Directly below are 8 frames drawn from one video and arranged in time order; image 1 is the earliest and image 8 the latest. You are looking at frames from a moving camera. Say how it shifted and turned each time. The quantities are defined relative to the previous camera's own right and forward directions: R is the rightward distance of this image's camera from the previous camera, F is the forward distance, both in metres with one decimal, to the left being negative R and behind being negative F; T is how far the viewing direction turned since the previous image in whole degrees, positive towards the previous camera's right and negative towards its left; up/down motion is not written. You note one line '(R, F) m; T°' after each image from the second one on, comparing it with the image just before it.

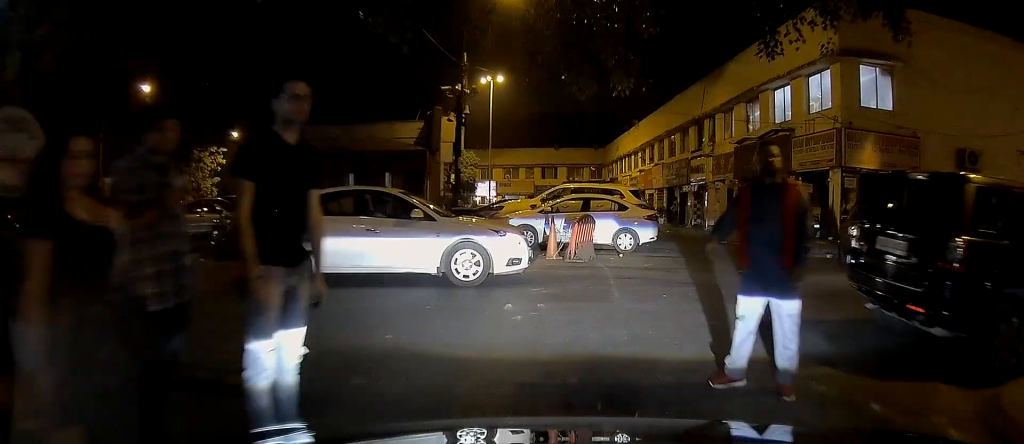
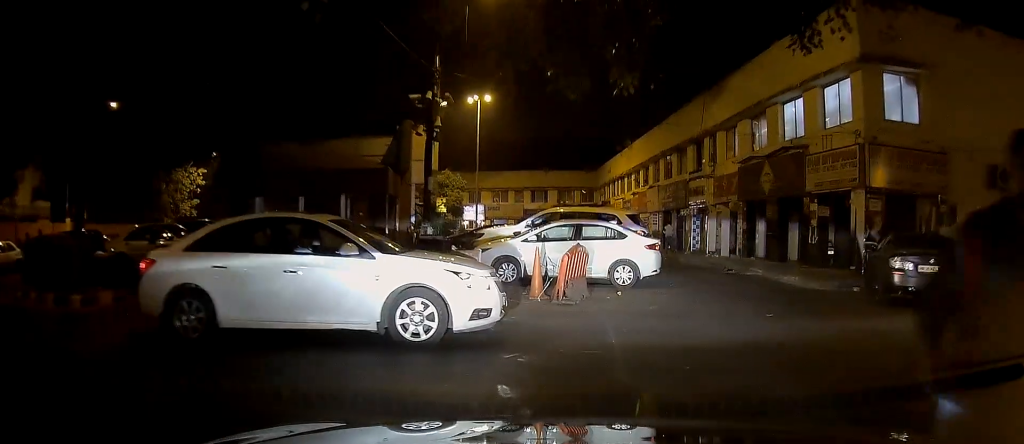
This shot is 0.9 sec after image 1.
(-0.2, +3.1) m; -2°
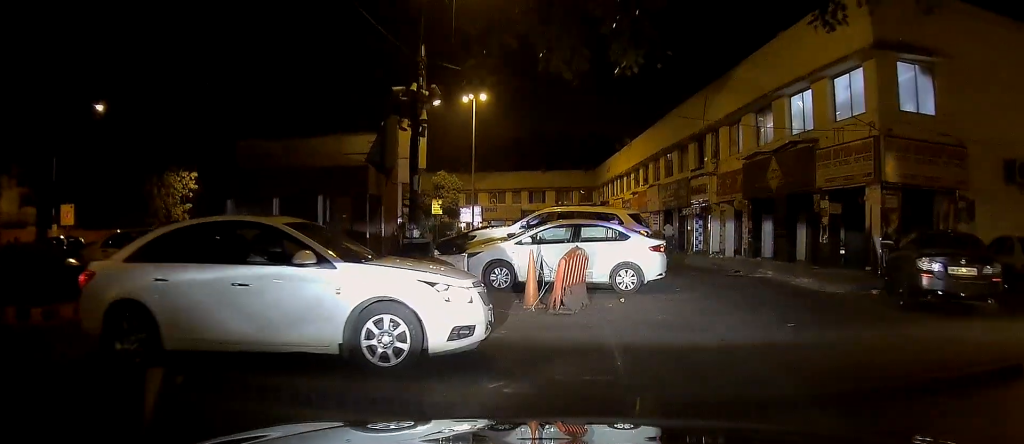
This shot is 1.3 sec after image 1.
(0.0, +1.4) m; -1°
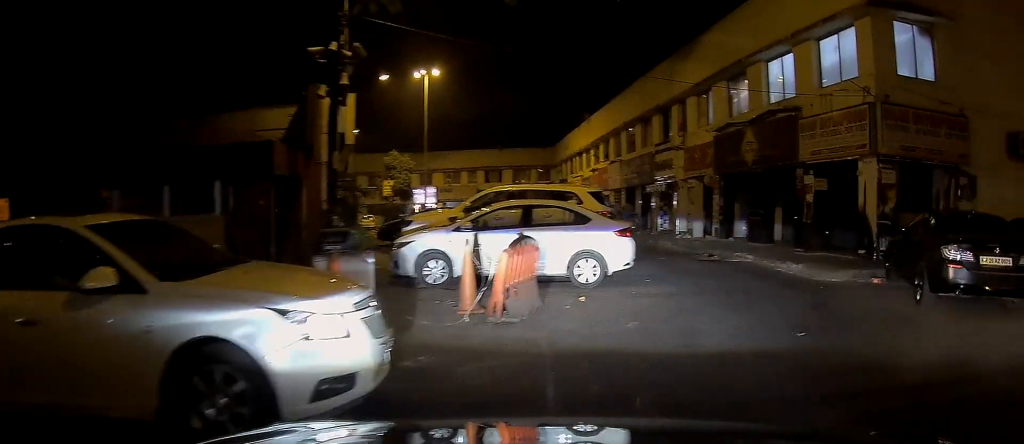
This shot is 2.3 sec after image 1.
(0.0, +3.1) m; -2°
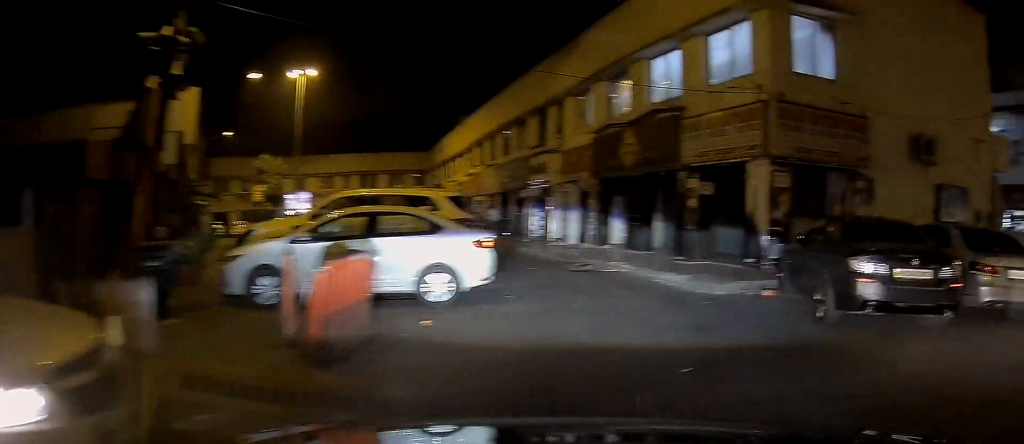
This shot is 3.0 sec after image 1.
(-0.2, +1.9) m; +2°
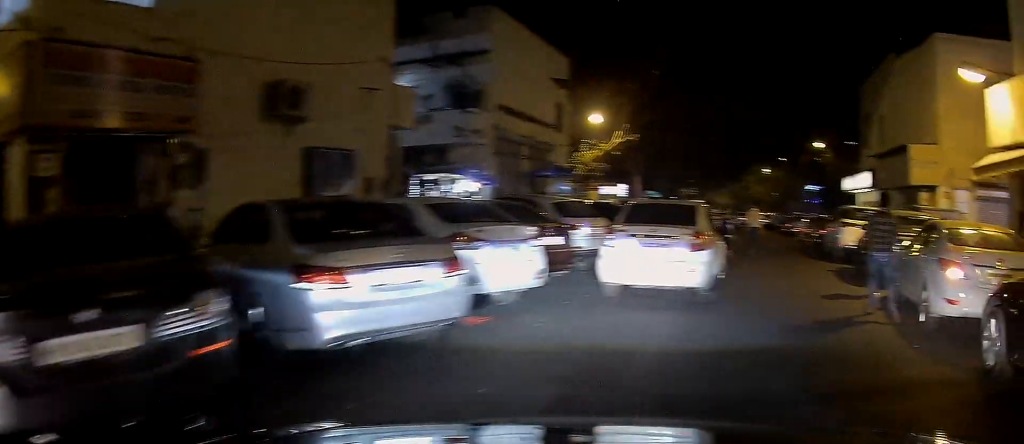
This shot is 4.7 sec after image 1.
(+1.2, +3.6) m; +40°
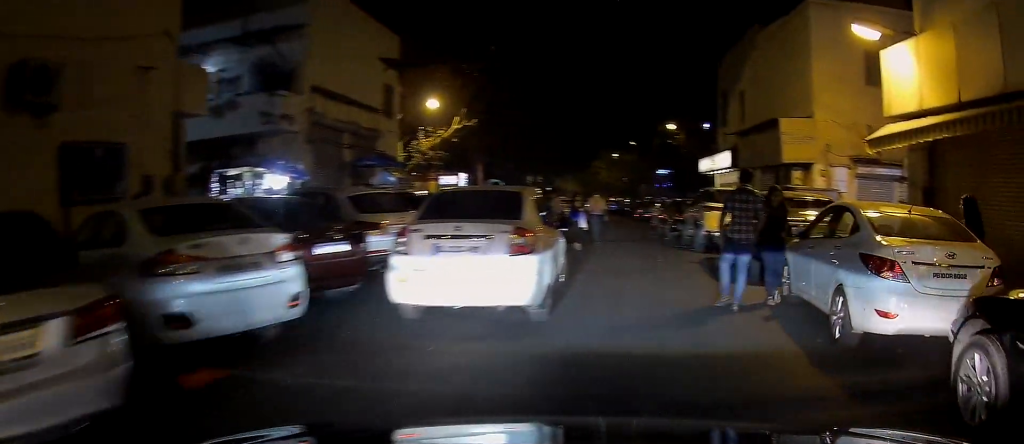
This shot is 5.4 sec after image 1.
(+0.3, +1.7) m; +20°
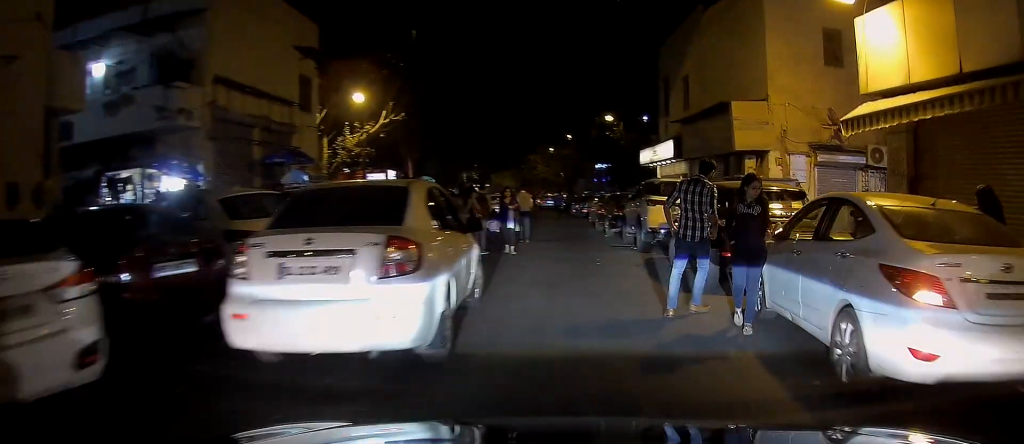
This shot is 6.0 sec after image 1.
(+0.1, +1.6) m; +15°
